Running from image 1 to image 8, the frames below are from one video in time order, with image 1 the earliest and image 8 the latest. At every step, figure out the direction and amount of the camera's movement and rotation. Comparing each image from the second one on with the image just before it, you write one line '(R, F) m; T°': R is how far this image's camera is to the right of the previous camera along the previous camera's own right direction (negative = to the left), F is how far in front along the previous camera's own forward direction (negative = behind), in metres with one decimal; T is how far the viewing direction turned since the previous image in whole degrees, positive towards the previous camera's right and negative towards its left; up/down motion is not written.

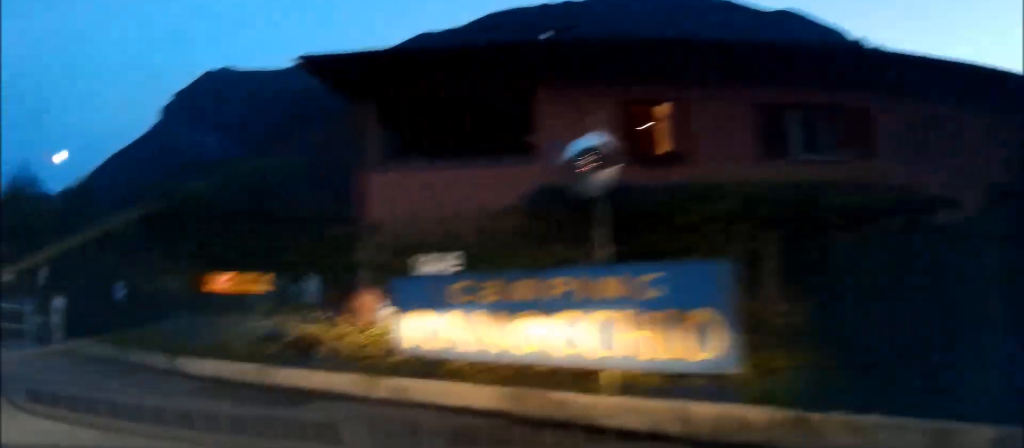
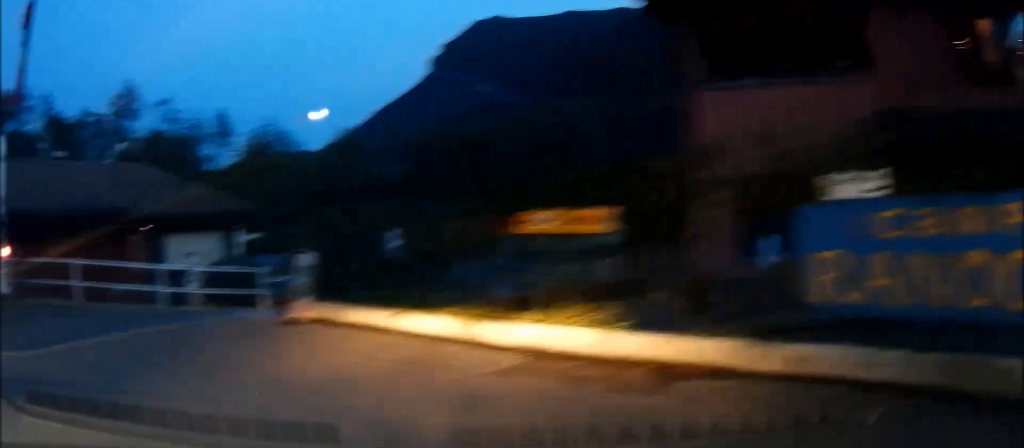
(-0.3, +2.3) m; -22°
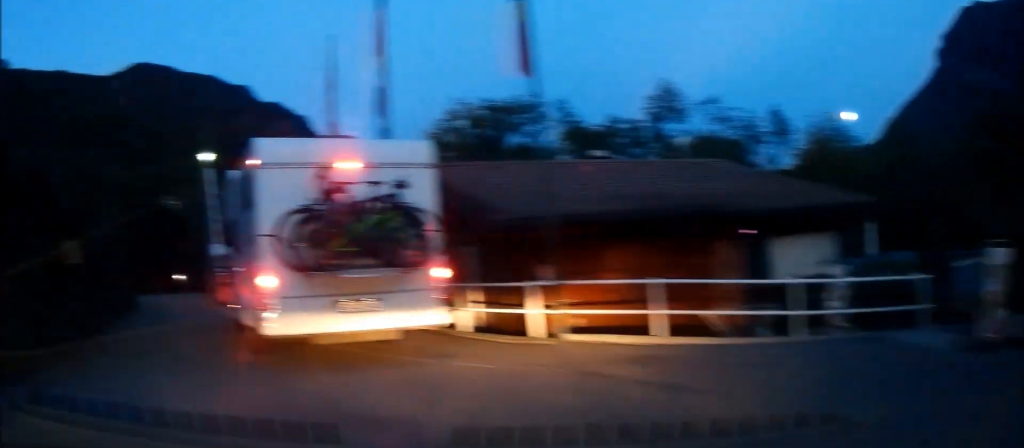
(-1.3, +2.6) m; -54°
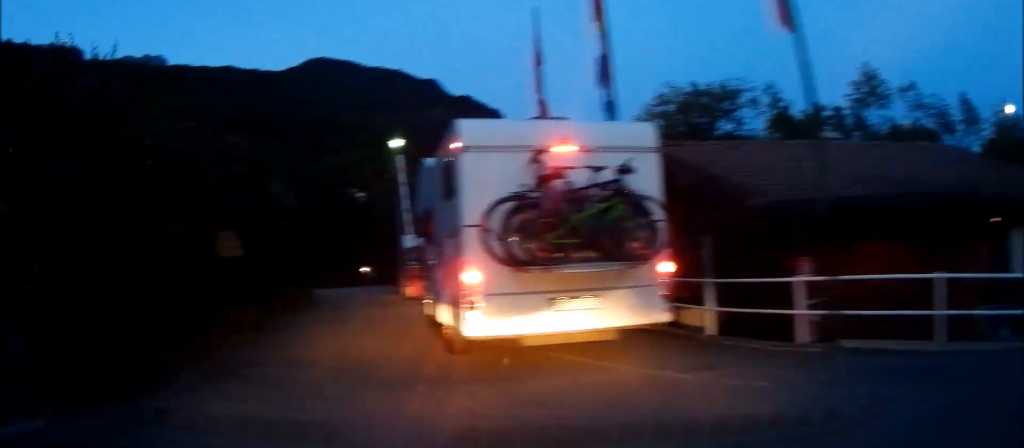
(-0.4, +1.5) m; -20°
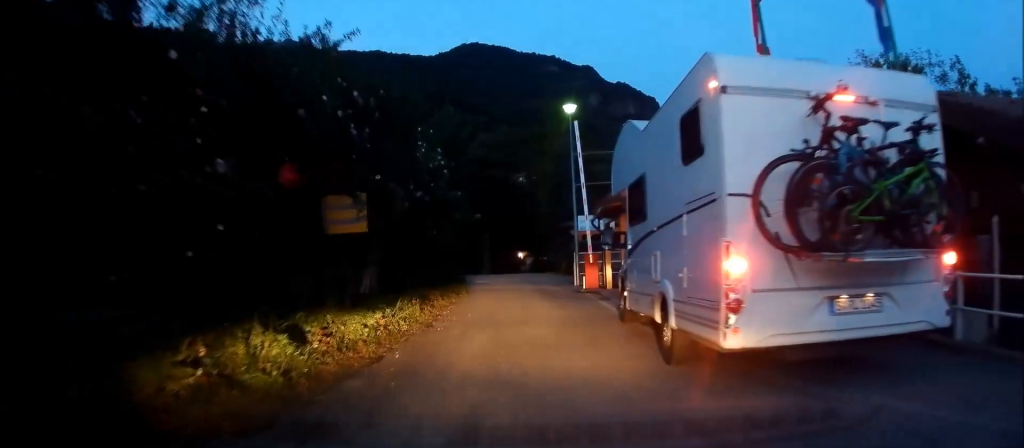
(-0.9, +3.6) m; -12°
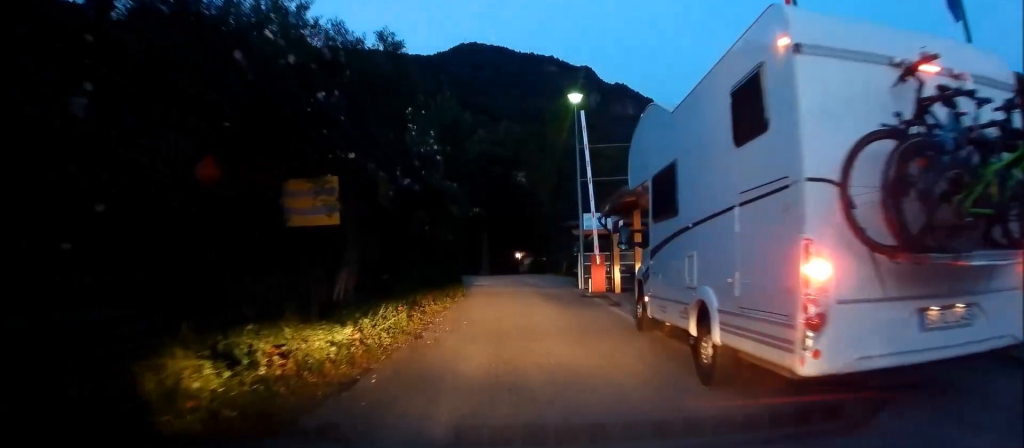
(0.0, +1.5) m; +2°
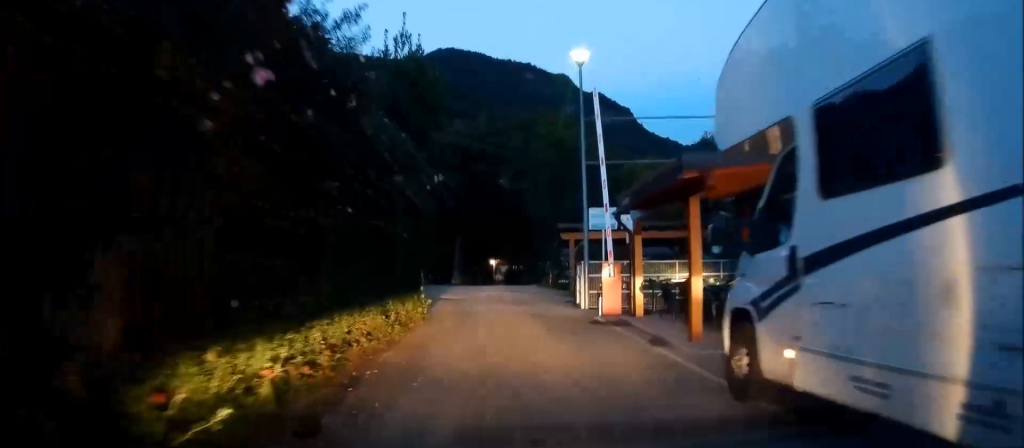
(+0.8, +4.8) m; +16°
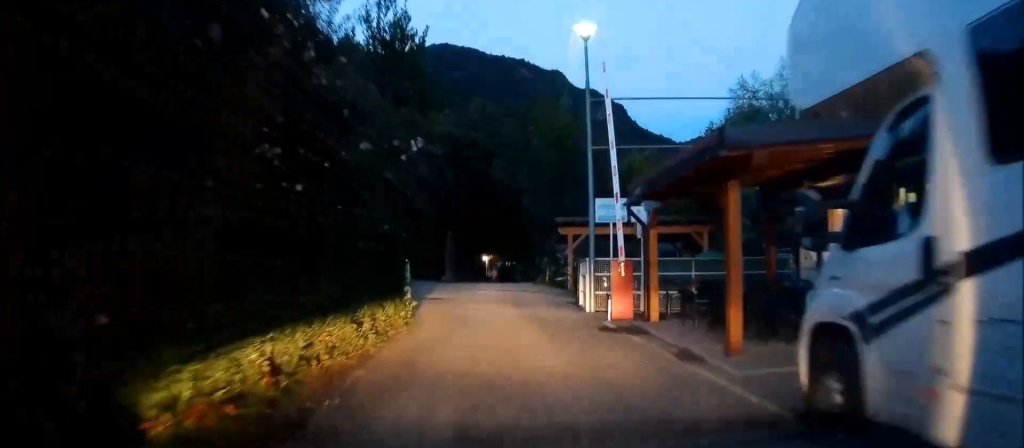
(+0.1, +1.6) m; +4°
